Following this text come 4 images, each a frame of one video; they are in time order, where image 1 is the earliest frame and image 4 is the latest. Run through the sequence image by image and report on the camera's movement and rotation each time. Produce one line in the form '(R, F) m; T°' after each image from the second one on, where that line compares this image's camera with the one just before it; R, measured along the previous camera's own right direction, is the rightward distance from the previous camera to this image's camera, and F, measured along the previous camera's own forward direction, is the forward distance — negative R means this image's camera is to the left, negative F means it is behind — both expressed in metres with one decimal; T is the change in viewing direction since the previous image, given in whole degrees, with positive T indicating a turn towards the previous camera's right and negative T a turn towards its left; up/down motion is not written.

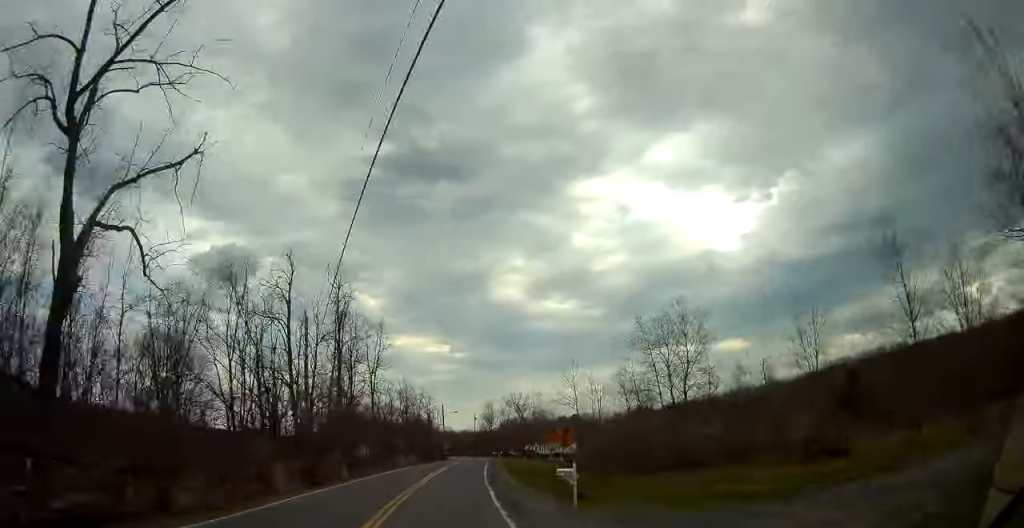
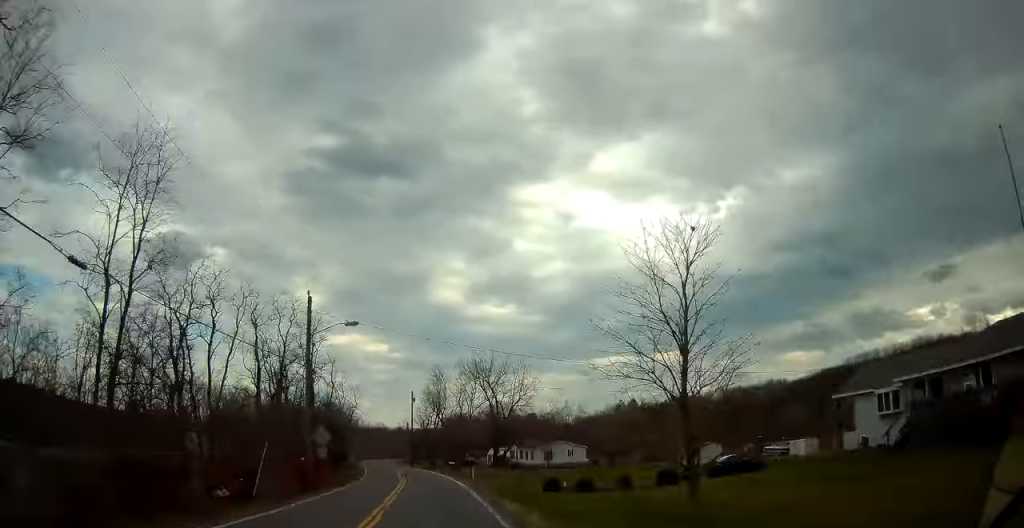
(+5.9, +65.0) m; +7°
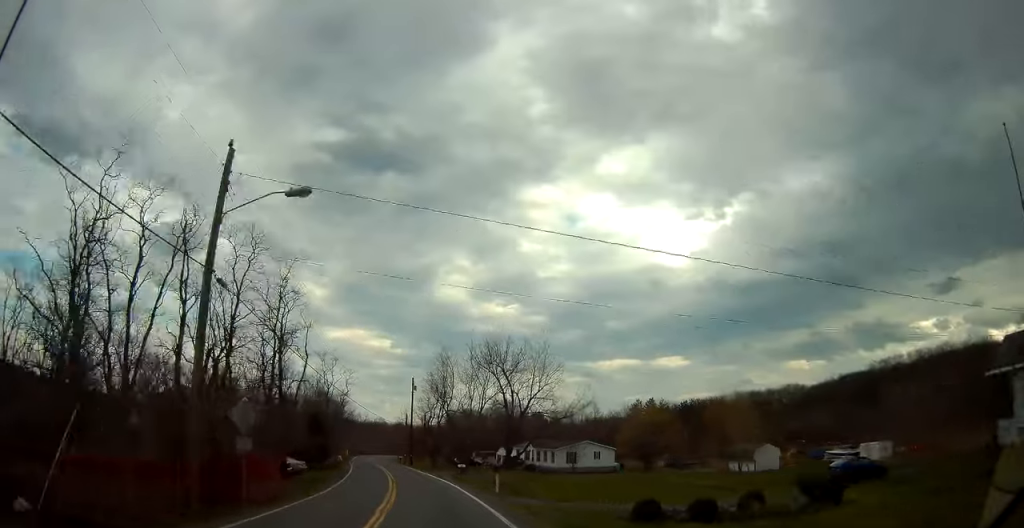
(+0.1, +13.6) m; -1°
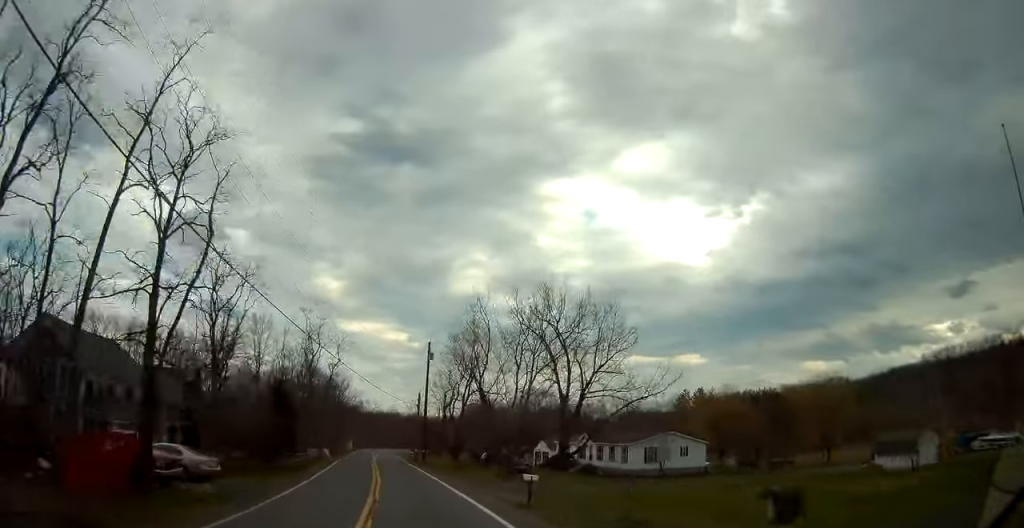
(-0.4, +22.4) m; -2°
